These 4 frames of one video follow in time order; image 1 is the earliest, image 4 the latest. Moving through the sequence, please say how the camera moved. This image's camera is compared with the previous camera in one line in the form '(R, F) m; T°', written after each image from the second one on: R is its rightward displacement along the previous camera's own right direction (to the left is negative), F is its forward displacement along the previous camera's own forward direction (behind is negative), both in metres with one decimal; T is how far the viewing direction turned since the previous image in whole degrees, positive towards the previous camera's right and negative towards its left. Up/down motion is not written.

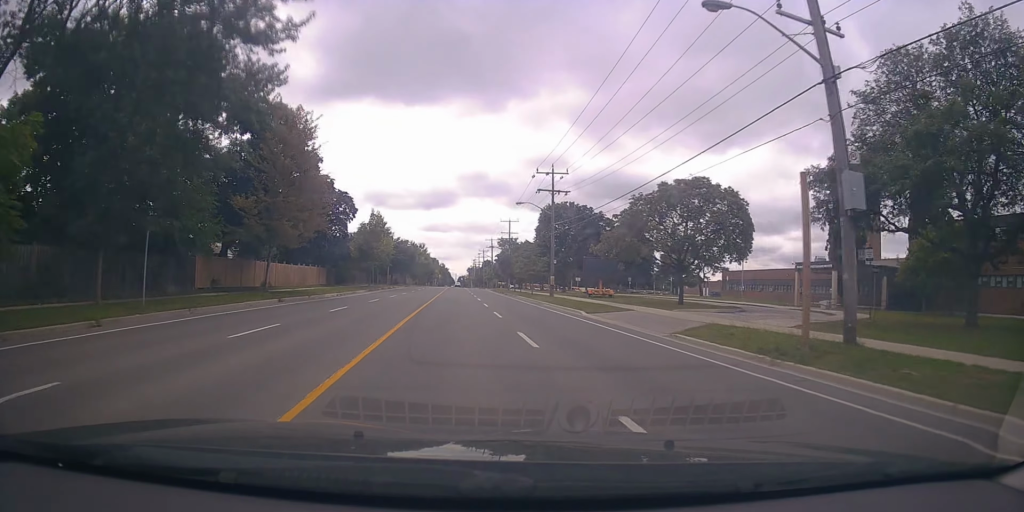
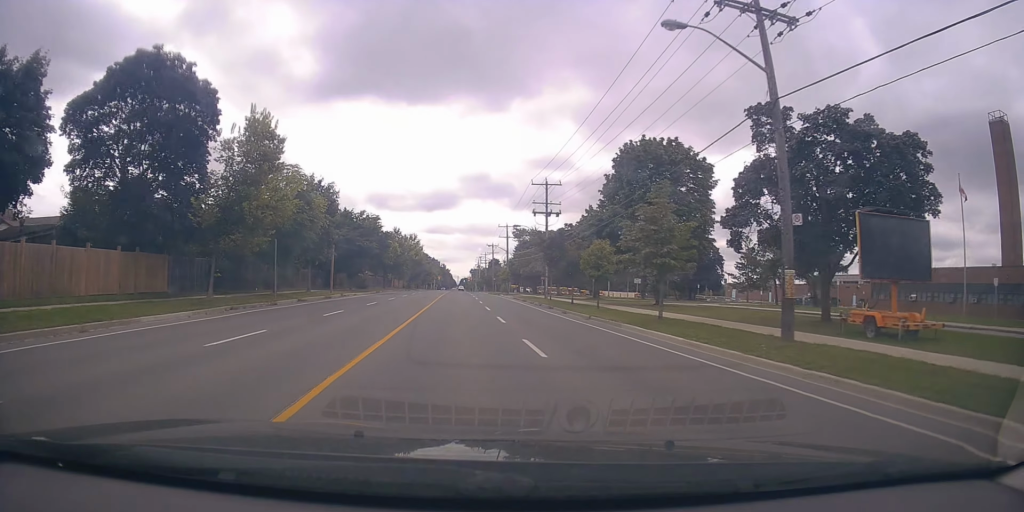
(-0.9, +37.1) m; -2°
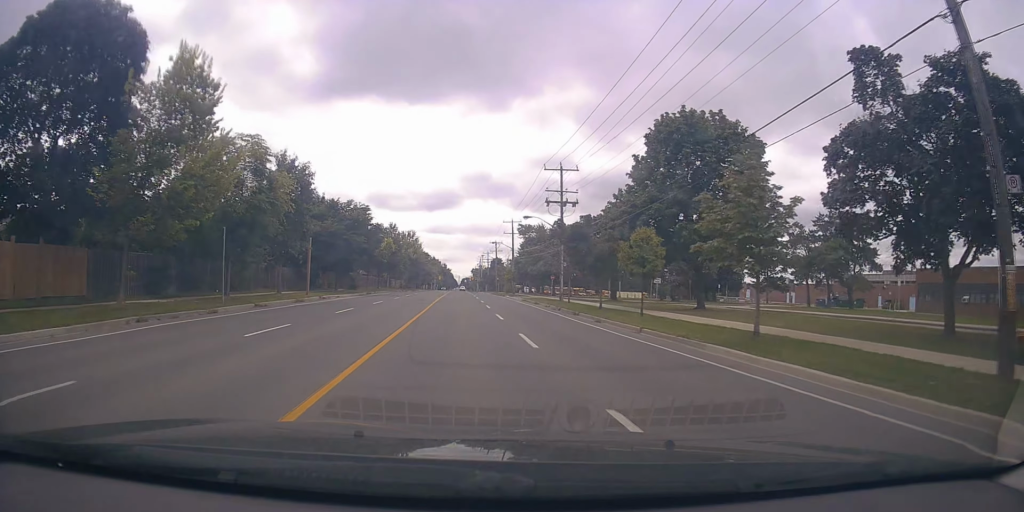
(-0.2, +7.4) m; 0°
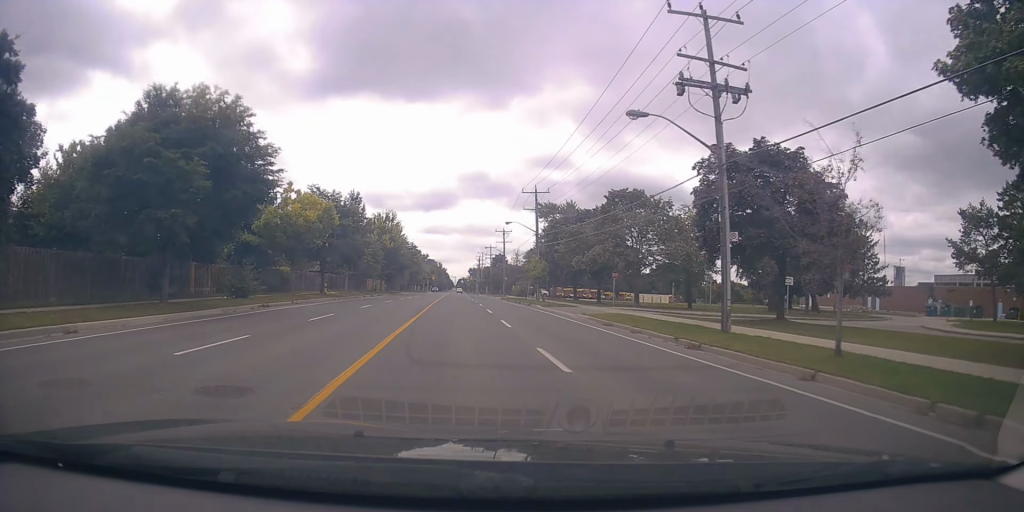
(+0.3, +30.5) m; +1°
